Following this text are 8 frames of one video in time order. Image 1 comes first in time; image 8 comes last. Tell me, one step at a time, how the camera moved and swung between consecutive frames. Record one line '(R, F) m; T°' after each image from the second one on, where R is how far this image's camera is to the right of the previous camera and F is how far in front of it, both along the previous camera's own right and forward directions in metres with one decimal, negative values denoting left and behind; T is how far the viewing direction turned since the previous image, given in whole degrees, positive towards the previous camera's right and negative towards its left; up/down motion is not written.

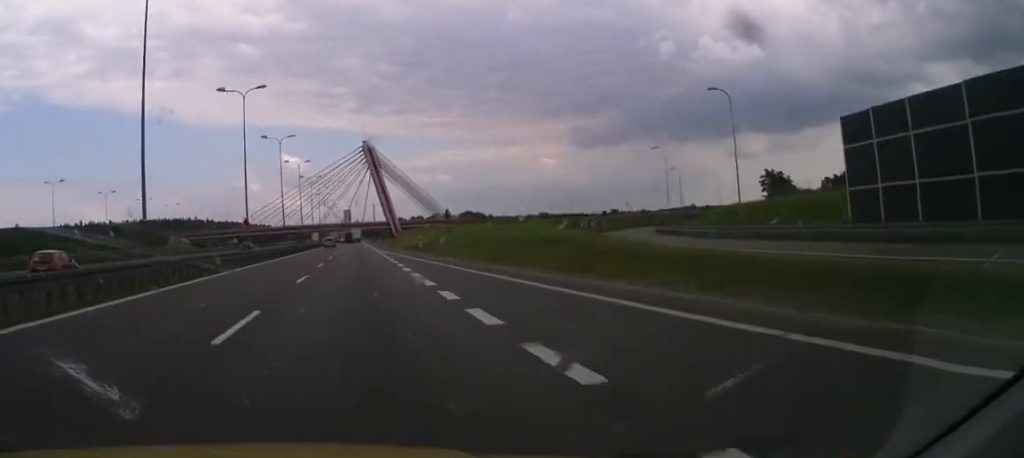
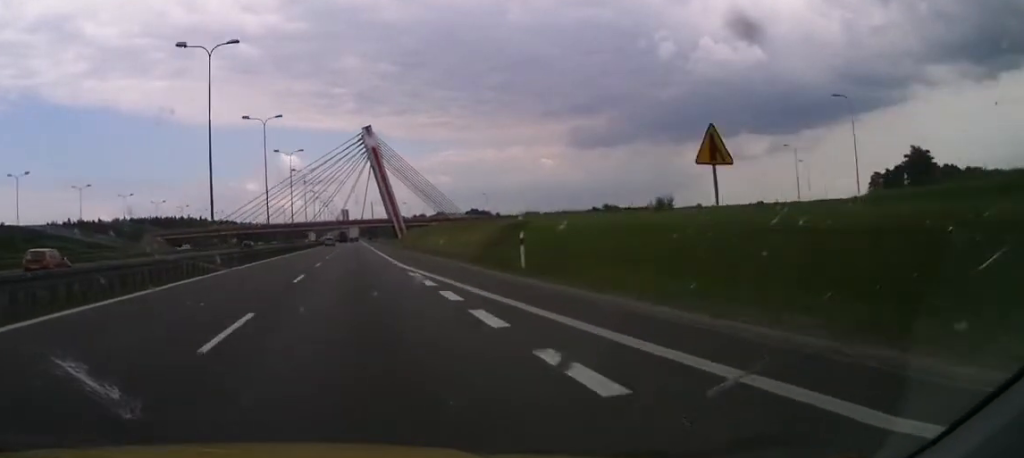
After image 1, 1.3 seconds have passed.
(+0.5, +35.9) m; +1°
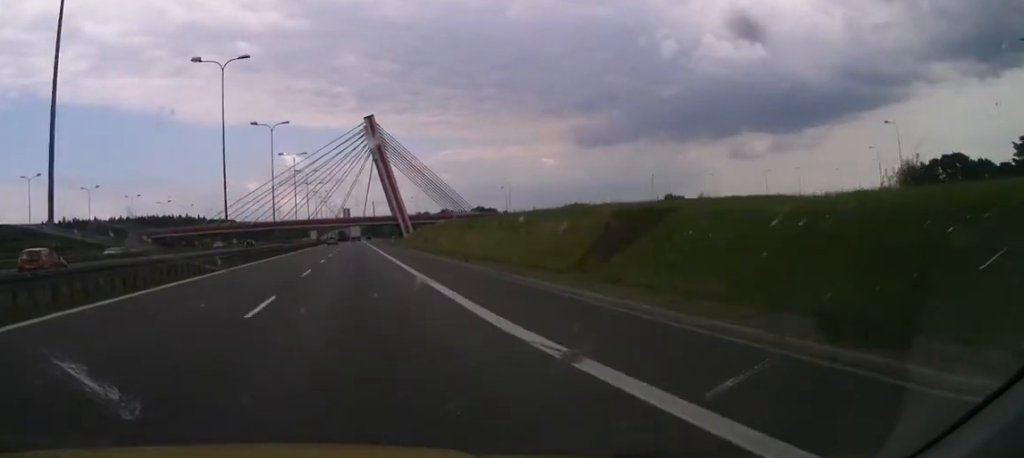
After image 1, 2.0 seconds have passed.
(-0.2, +20.5) m; 0°
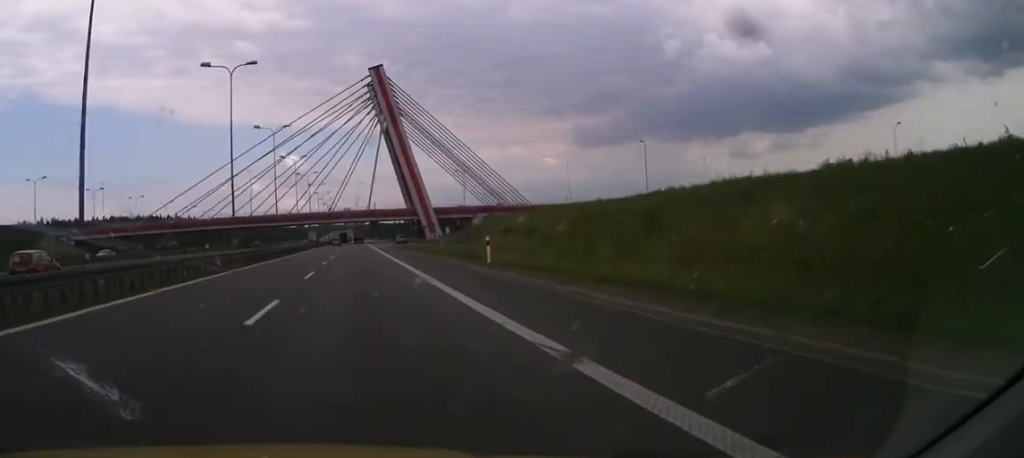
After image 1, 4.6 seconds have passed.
(-0.4, +72.4) m; 0°
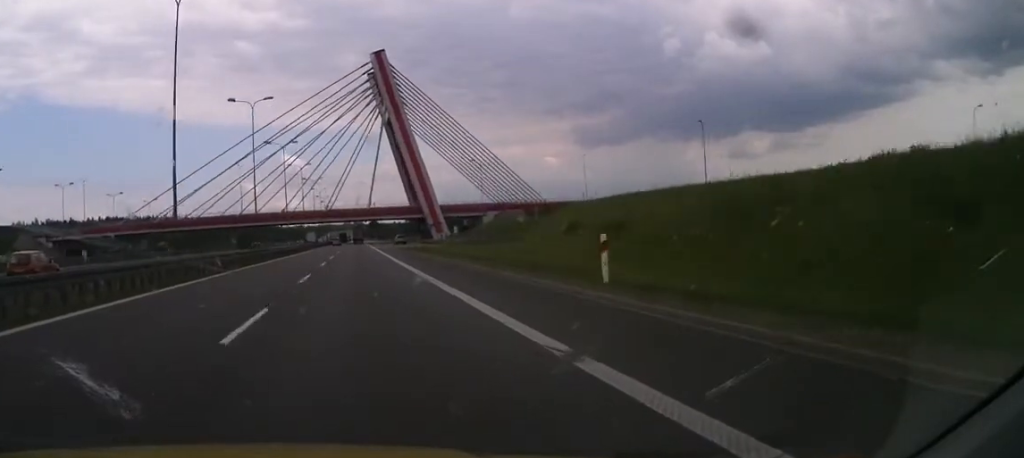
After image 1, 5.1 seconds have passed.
(0.0, +14.0) m; 0°
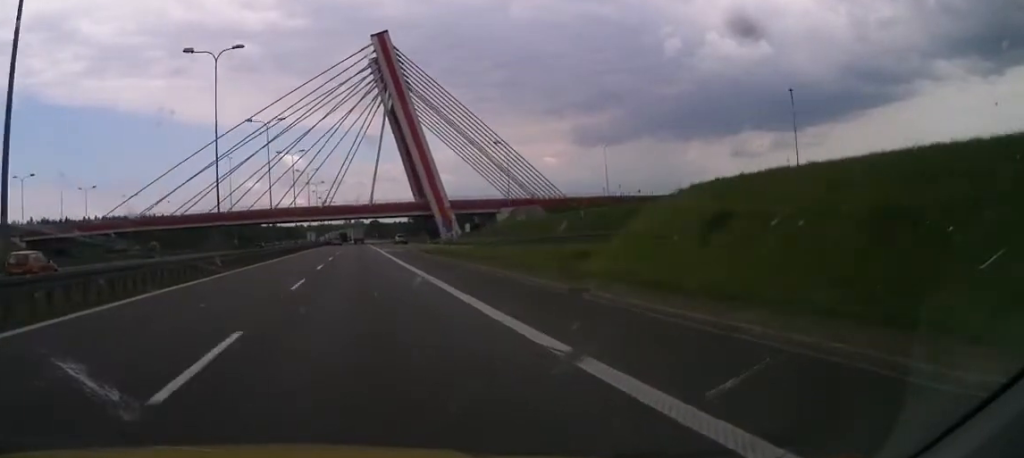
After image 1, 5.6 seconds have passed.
(0.0, +14.9) m; 0°
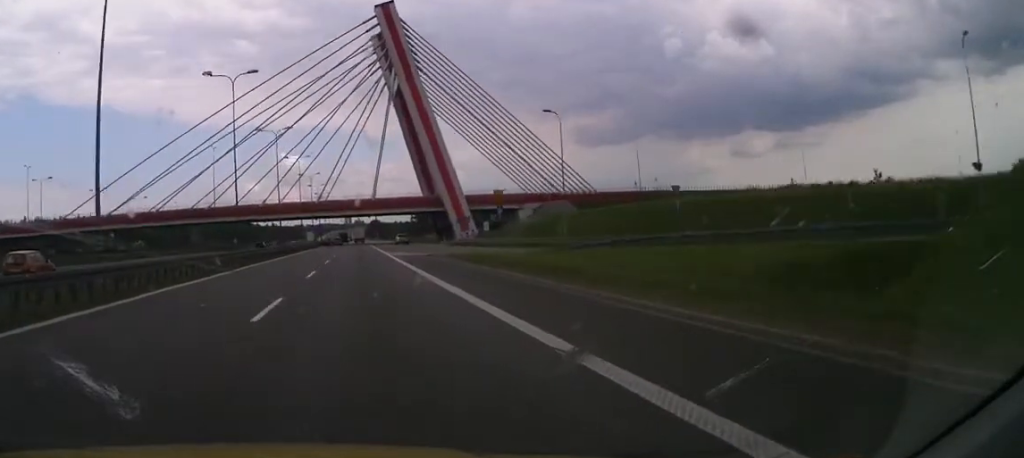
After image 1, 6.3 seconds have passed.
(-0.1, +18.6) m; +1°
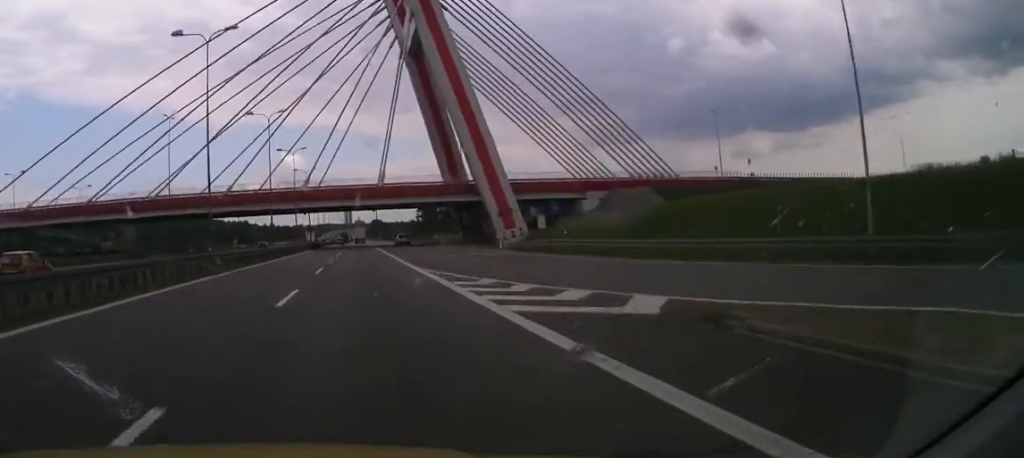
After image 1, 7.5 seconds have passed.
(+0.5, +33.5) m; 0°
